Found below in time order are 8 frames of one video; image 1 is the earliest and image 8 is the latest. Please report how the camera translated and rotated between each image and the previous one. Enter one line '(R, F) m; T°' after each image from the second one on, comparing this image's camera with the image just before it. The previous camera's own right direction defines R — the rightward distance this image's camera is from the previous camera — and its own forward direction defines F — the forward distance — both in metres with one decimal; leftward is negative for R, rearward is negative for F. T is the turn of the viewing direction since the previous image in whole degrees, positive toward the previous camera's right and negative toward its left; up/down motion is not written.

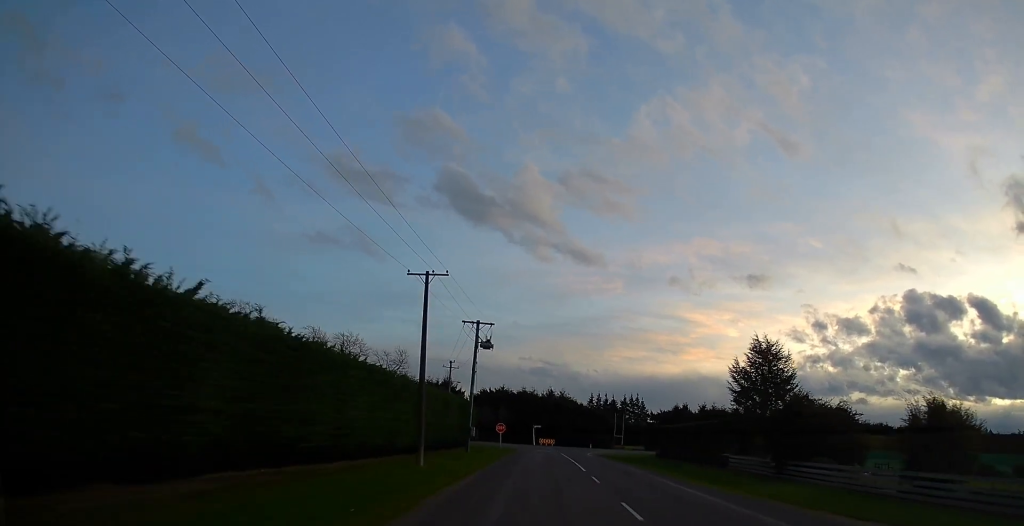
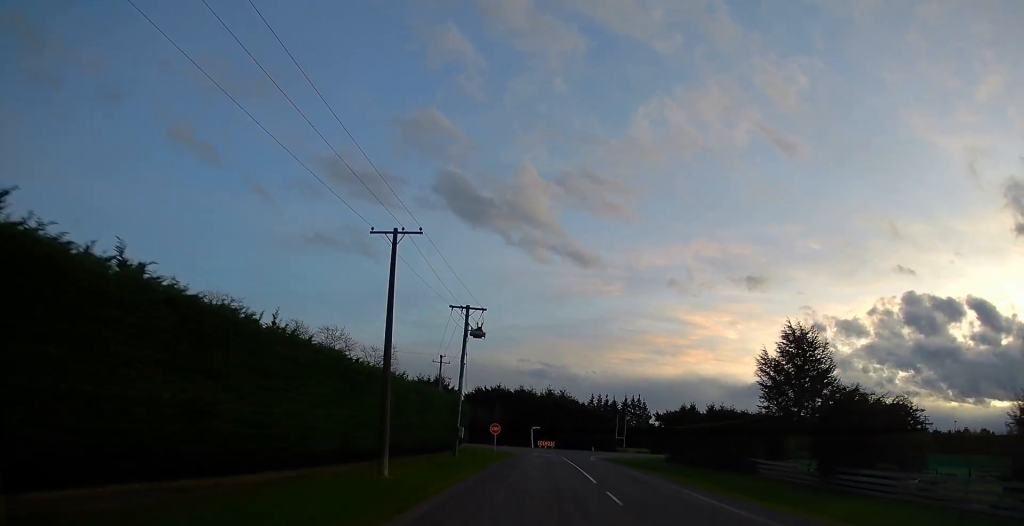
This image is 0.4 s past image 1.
(-0.2, +6.4) m; -1°
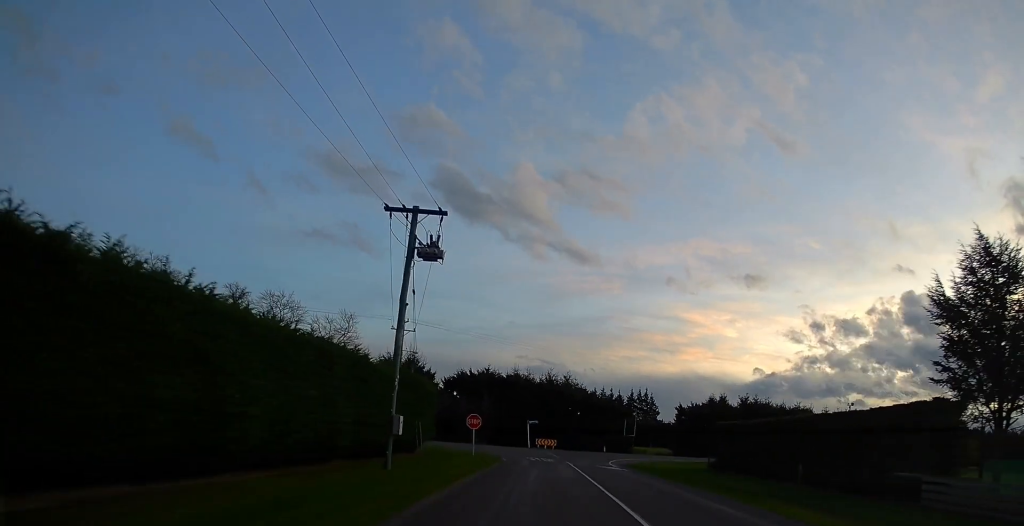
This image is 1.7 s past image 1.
(-0.3, +17.7) m; 0°
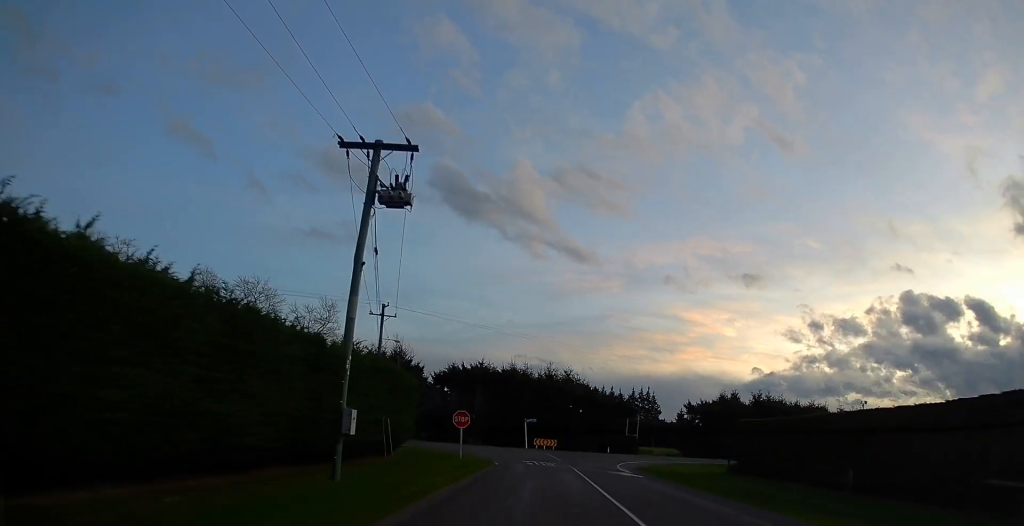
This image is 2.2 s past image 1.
(0.0, +6.0) m; +1°
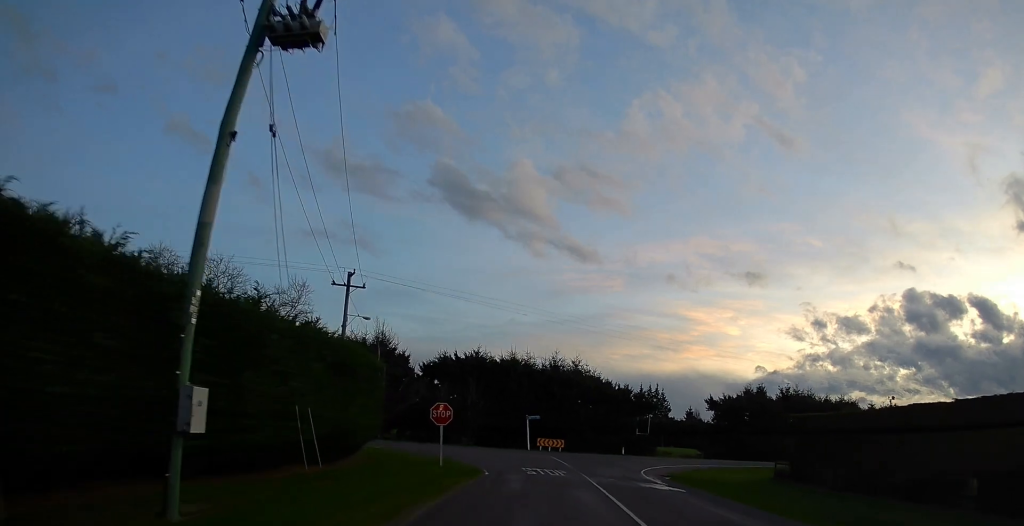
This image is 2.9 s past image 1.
(+0.2, +9.0) m; +1°
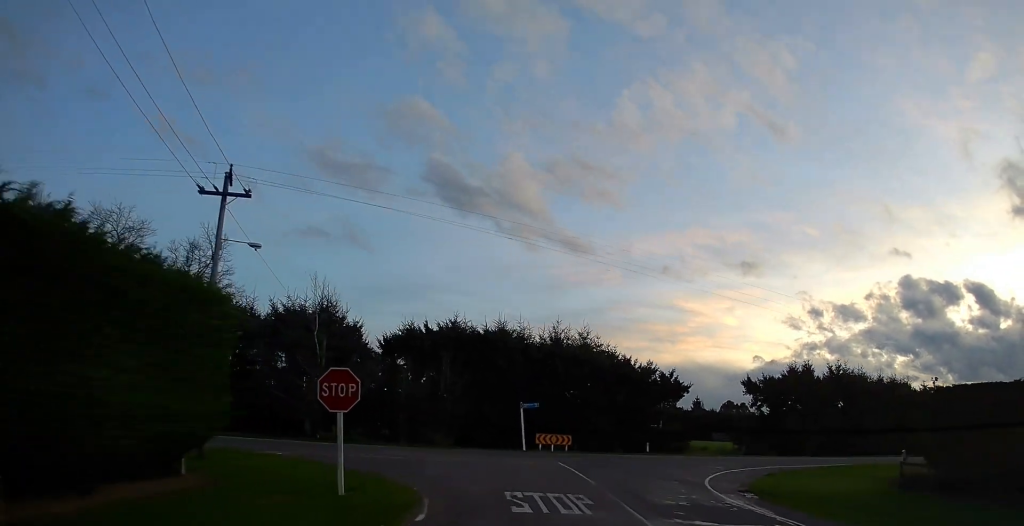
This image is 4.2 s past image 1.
(+0.1, +14.7) m; 0°
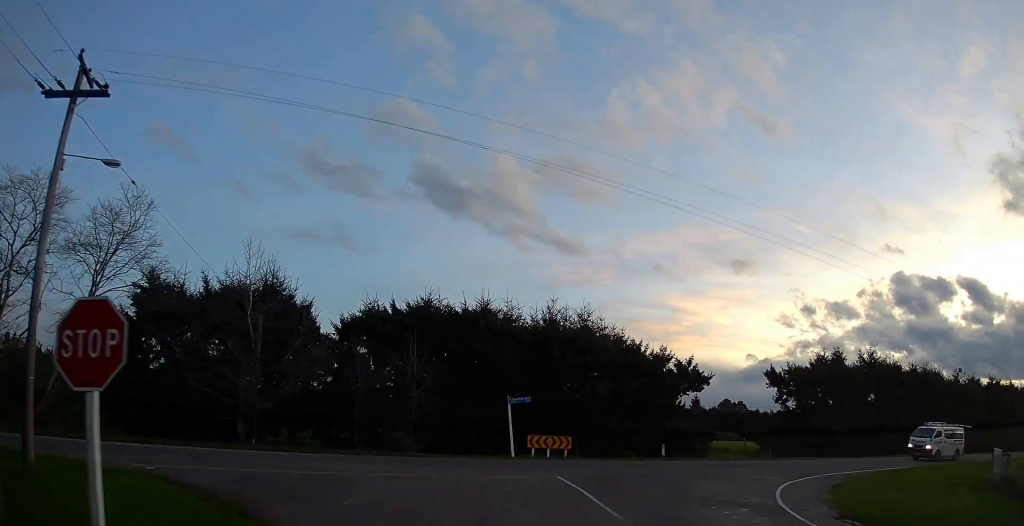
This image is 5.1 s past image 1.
(0.0, +8.6) m; -2°
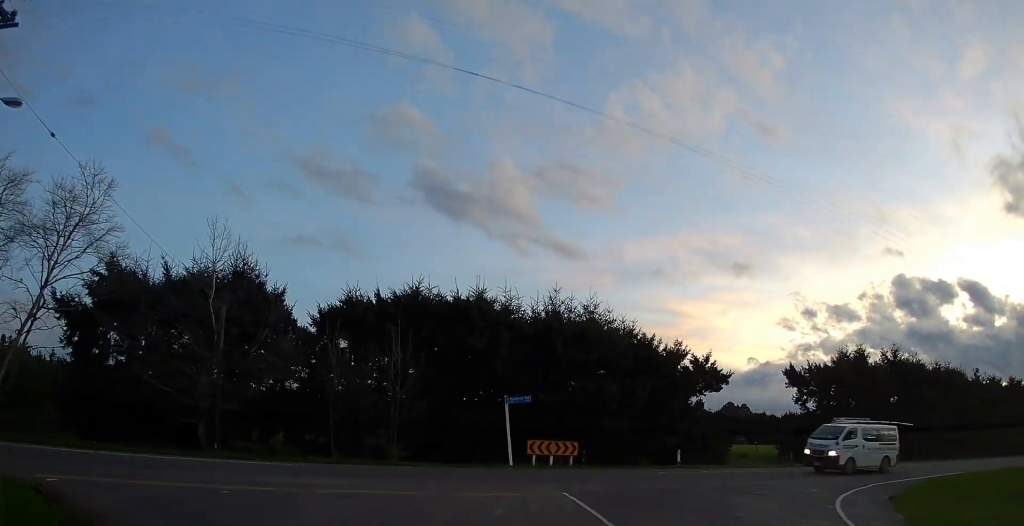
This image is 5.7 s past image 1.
(-0.2, +4.2) m; +1°
